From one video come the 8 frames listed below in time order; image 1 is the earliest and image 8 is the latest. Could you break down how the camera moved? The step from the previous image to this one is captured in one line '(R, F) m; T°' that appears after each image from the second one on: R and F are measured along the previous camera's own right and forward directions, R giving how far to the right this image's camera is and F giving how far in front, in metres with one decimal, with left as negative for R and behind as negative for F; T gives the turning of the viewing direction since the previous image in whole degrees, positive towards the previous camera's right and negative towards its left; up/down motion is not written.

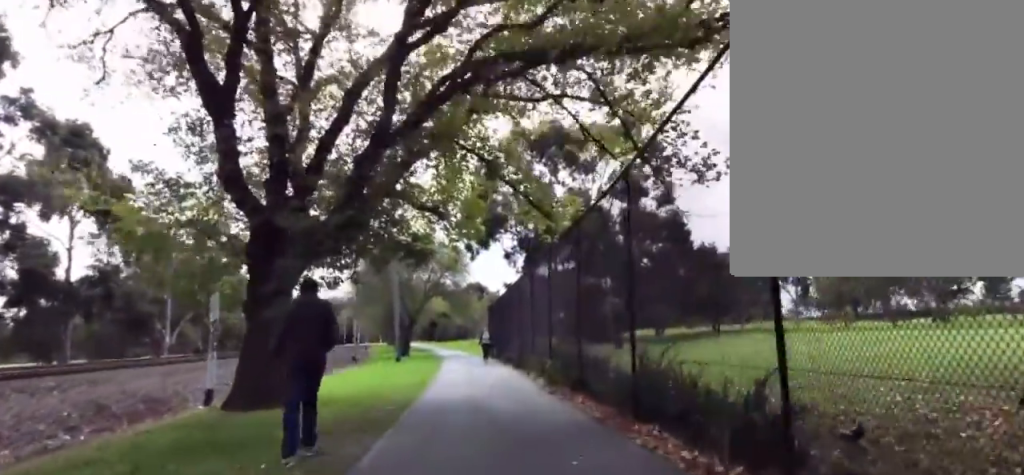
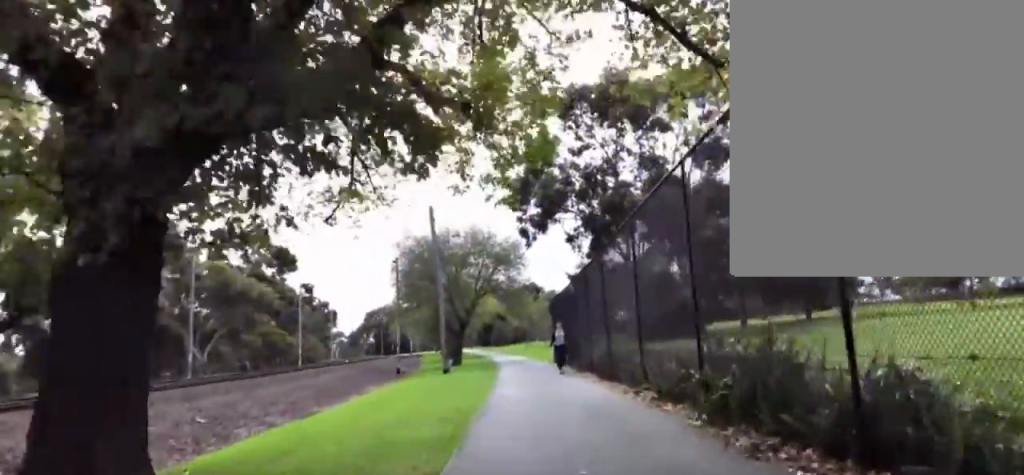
(-0.9, +6.6) m; -4°
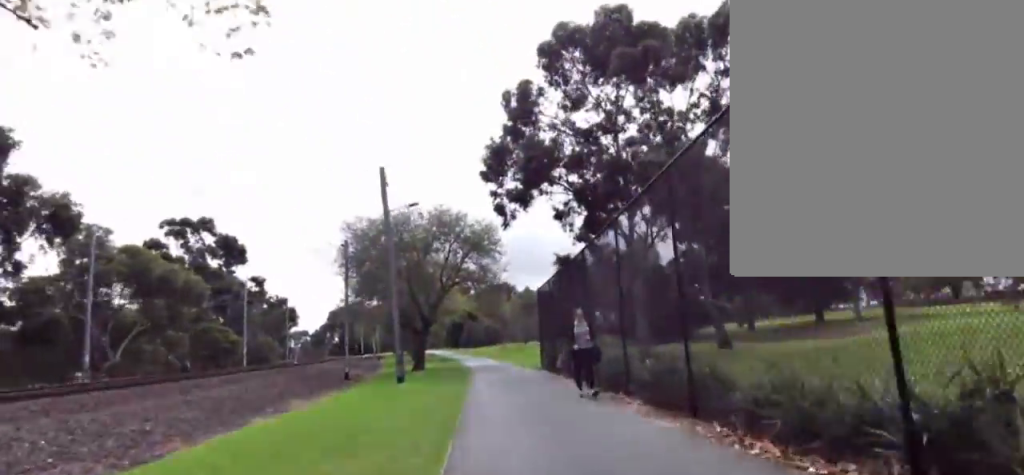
(+0.7, +7.3) m; 0°
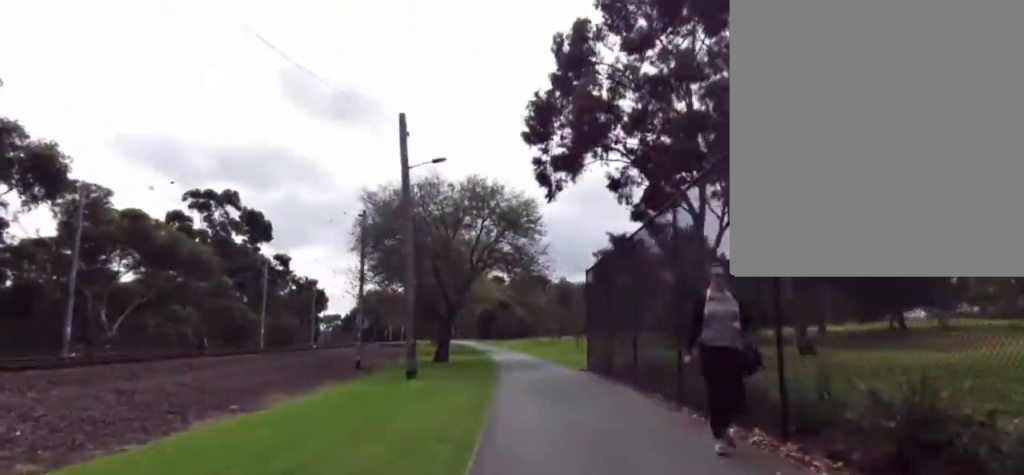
(-0.6, +4.9) m; 0°
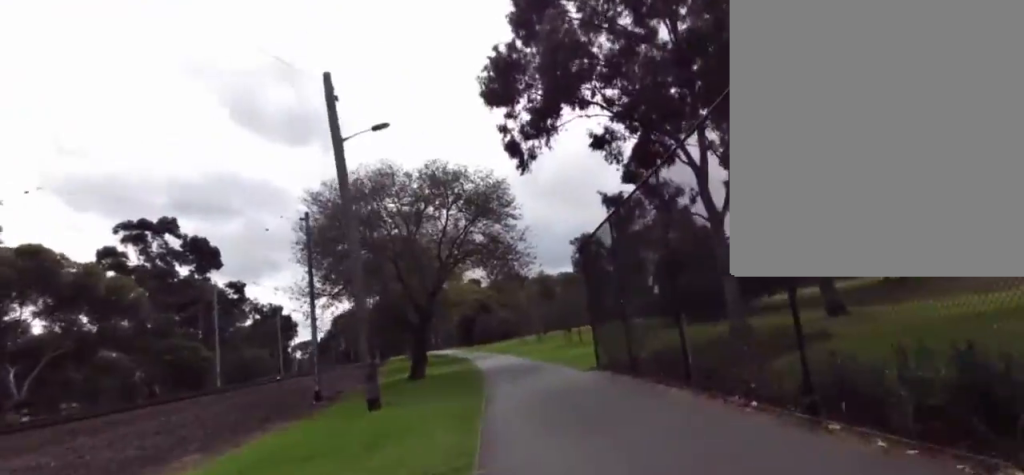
(0.0, +4.2) m; 0°
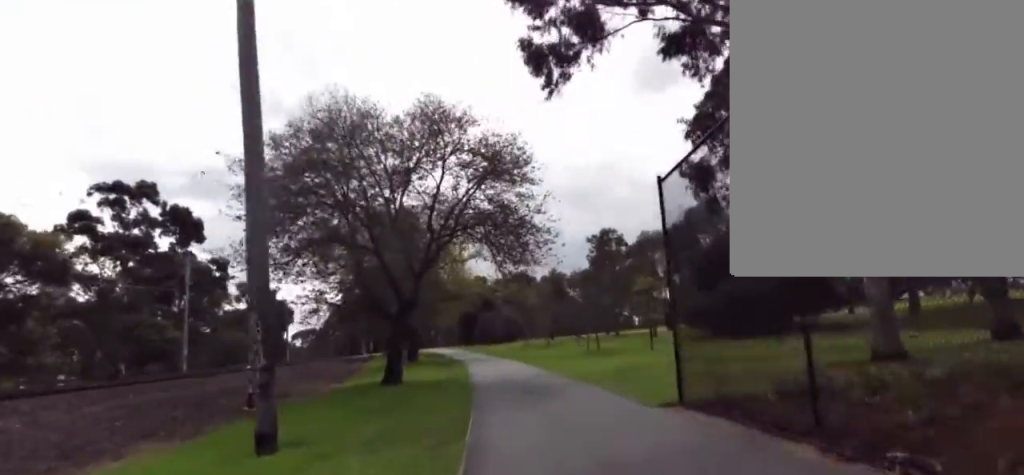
(+0.3, +7.0) m; 0°
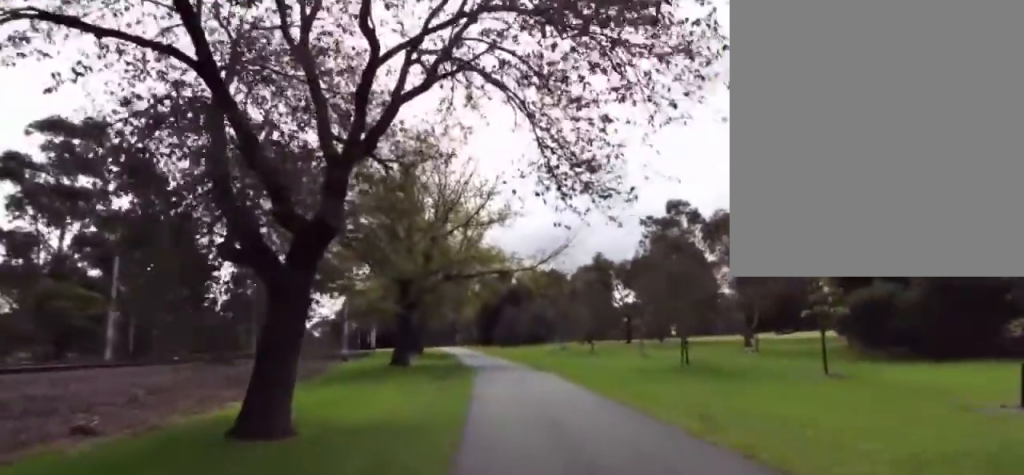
(0.0, +12.4) m; -2°
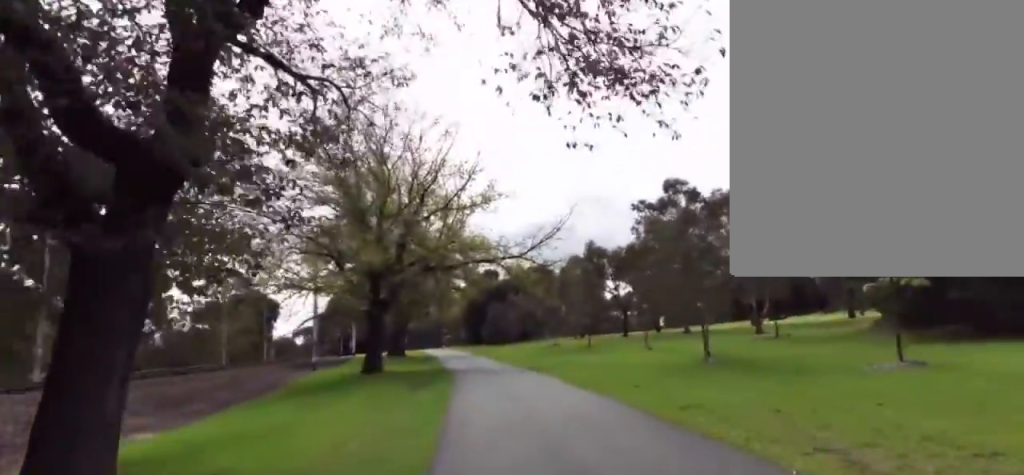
(-0.4, +3.2) m; -3°
